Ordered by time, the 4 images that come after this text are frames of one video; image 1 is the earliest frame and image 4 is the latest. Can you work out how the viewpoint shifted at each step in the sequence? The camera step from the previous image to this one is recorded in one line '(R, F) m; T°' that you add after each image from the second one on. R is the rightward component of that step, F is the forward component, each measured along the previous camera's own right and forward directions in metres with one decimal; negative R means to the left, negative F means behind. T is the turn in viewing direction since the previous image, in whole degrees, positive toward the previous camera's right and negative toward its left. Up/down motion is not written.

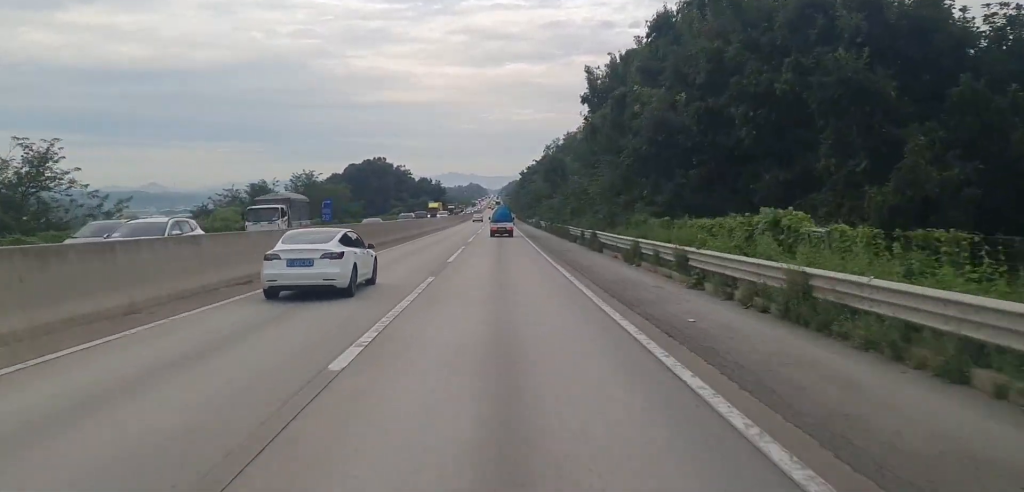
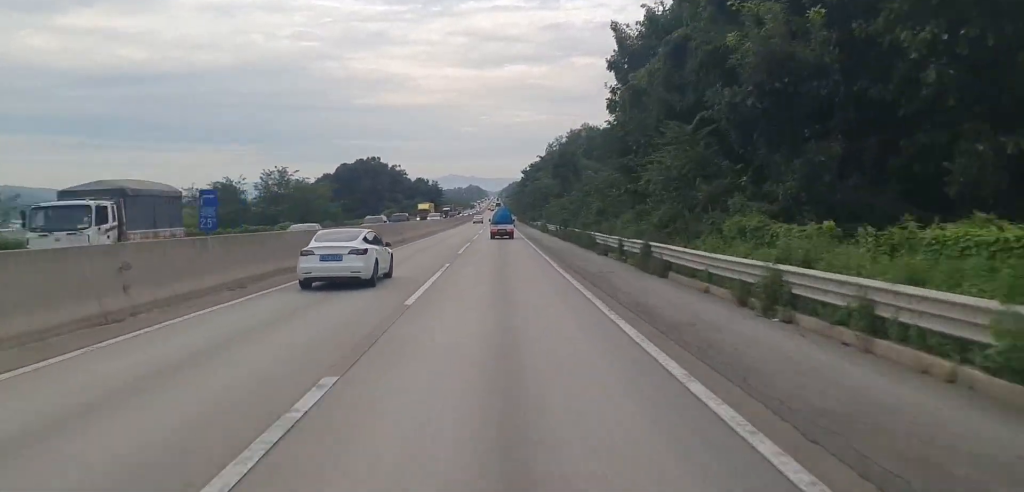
(0.0, +12.8) m; 0°
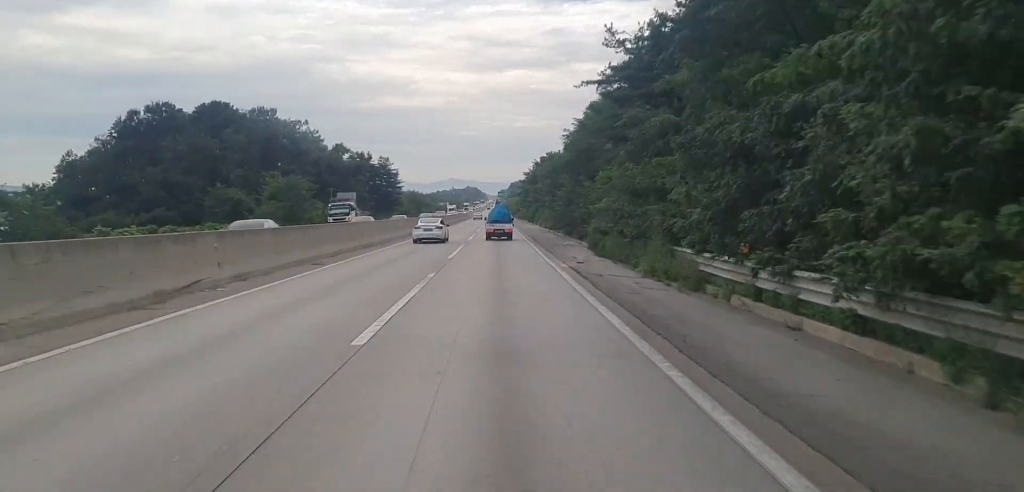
(+0.8, +133.0) m; 0°
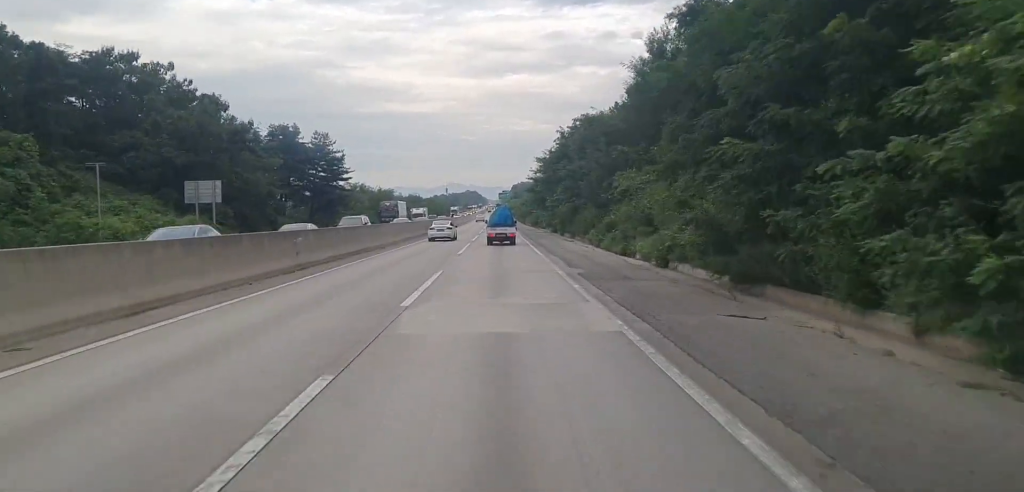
(-0.2, +59.6) m; 0°
